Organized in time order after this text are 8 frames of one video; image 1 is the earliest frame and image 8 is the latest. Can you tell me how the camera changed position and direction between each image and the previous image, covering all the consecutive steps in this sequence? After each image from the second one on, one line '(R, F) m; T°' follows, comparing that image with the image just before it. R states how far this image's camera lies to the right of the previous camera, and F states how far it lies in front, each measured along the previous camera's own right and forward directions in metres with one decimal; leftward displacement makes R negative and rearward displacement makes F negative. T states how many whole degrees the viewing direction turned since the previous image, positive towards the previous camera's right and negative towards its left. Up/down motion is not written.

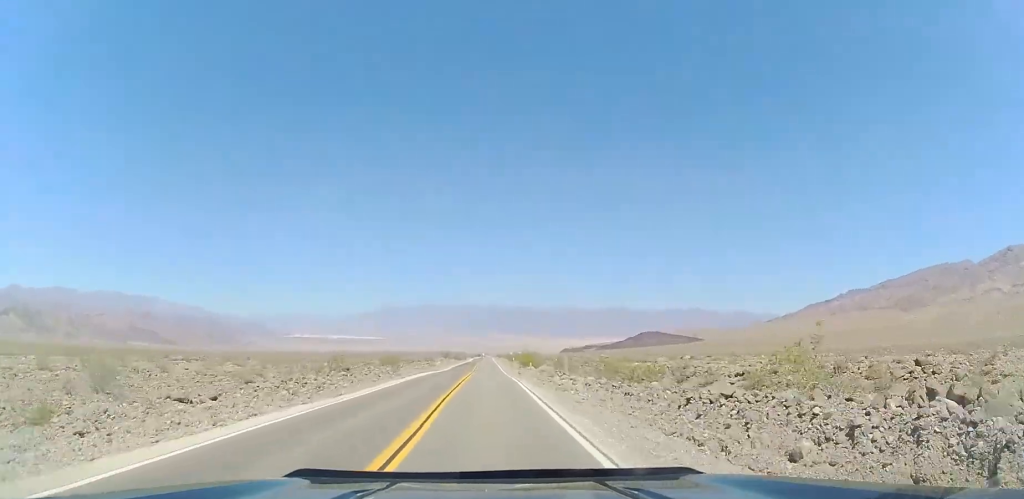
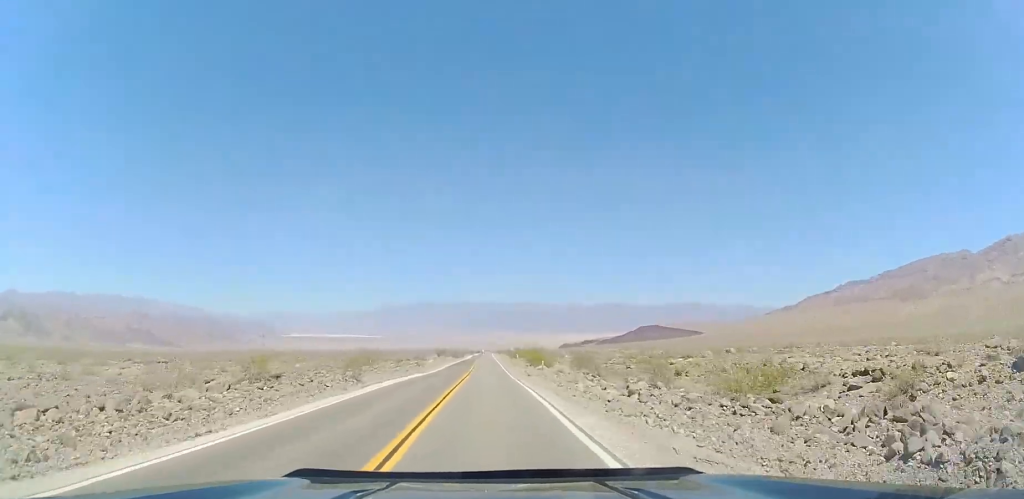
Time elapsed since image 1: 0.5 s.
(0.0, +12.4) m; 0°
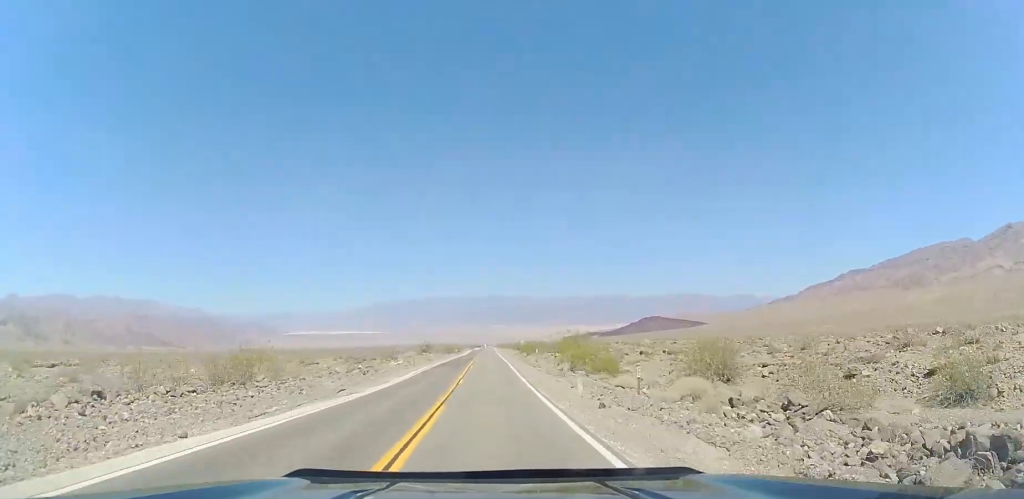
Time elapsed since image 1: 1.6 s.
(+0.1, +27.3) m; 0°
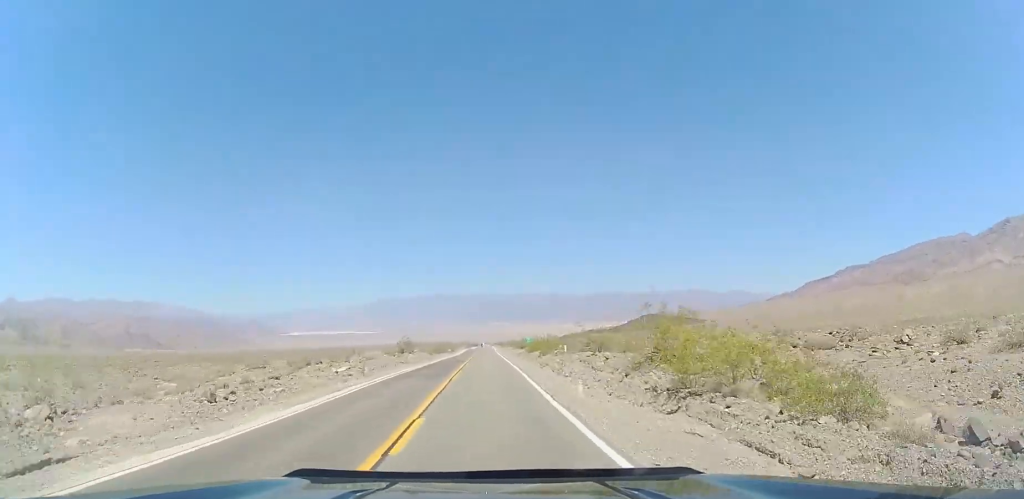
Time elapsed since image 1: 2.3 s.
(0.0, +18.3) m; 0°
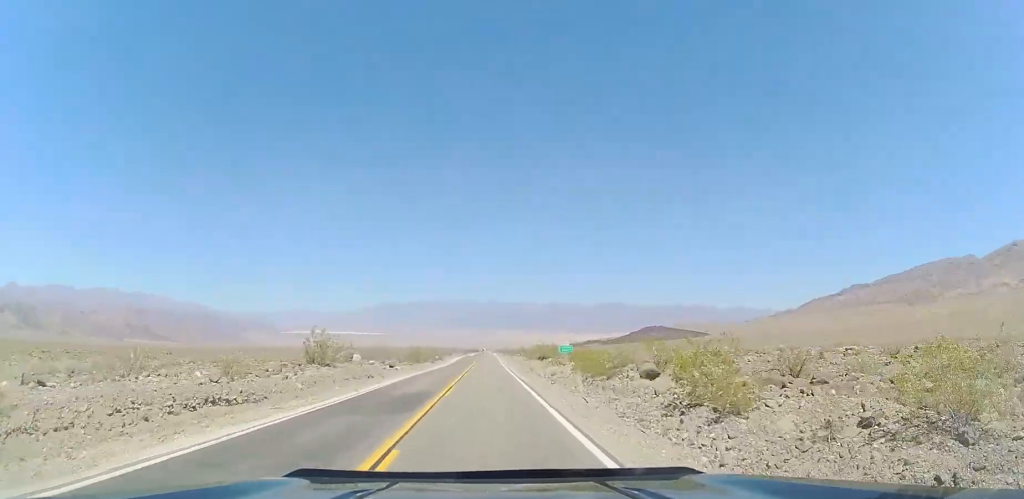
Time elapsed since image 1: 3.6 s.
(-0.2, +32.7) m; 0°
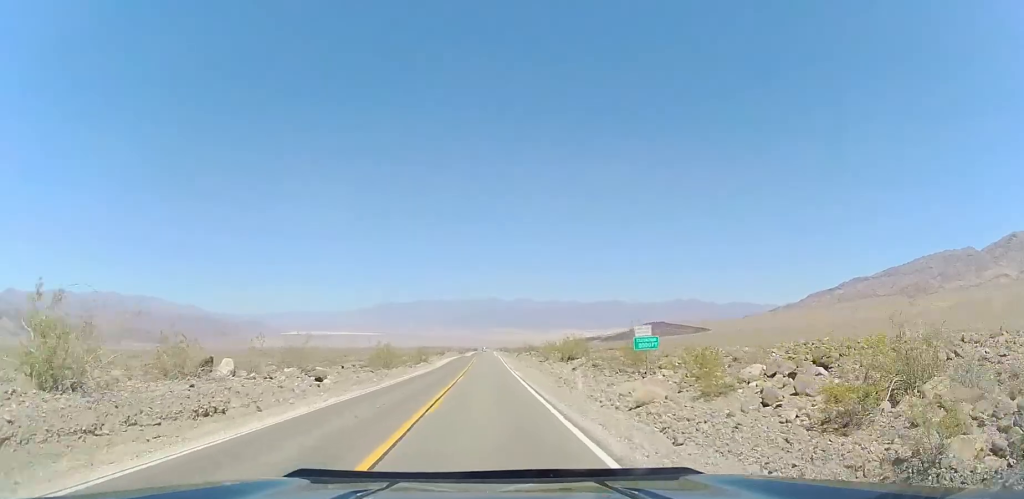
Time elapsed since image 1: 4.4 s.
(0.0, +20.1) m; 0°
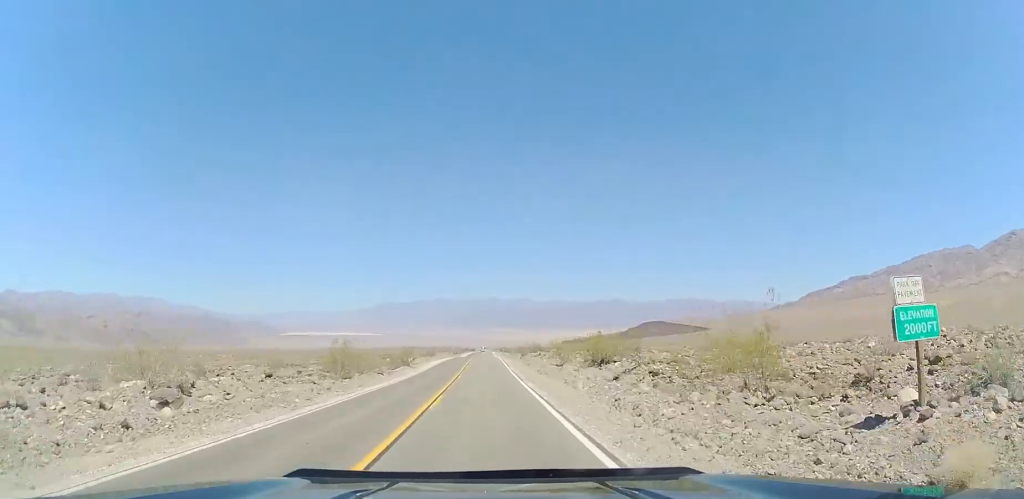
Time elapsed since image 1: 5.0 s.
(+0.1, +13.4) m; -1°
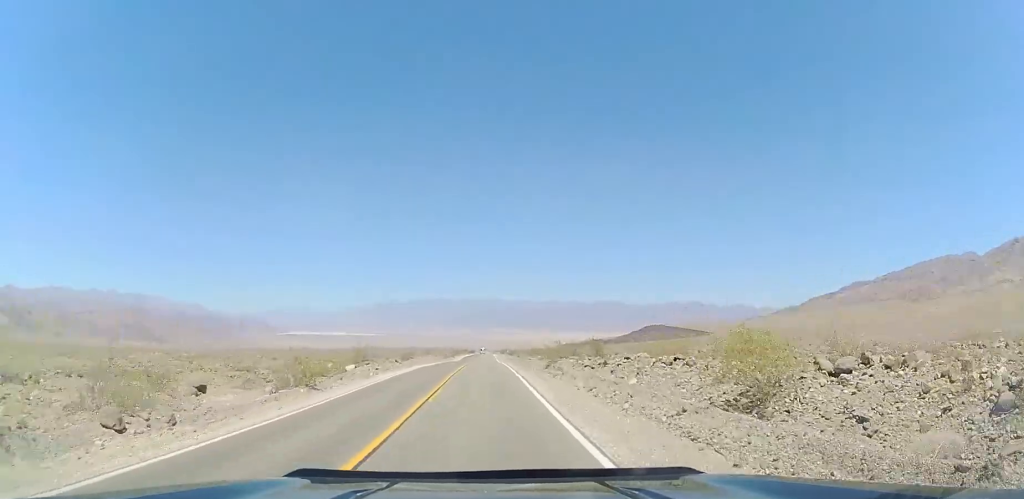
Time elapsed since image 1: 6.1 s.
(-0.4, +28.5) m; 0°
